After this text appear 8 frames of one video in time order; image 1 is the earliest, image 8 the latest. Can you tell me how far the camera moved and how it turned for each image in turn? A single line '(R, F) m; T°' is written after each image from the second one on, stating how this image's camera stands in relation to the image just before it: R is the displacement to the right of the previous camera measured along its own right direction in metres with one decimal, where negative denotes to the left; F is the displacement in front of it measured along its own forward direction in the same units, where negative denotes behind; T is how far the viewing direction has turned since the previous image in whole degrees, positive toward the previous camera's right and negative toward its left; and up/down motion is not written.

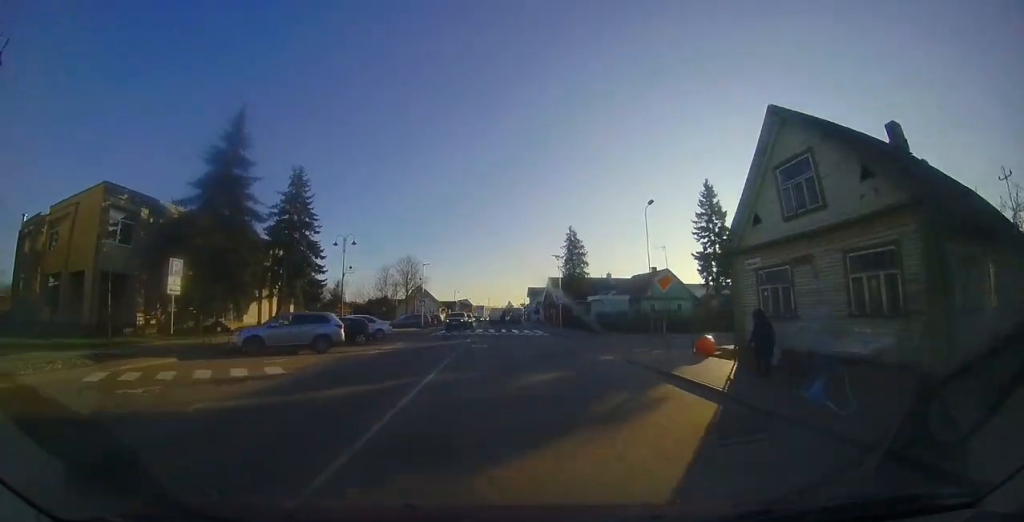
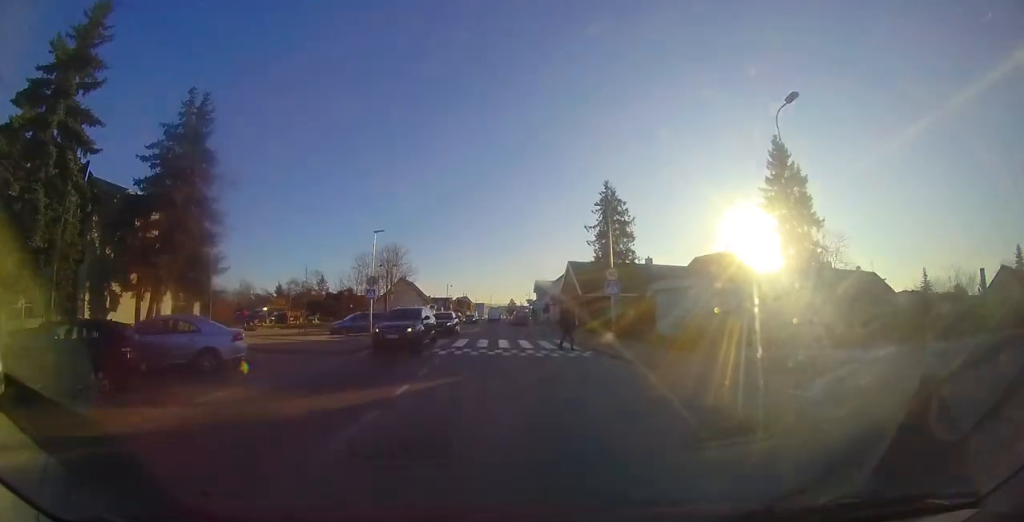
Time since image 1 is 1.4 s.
(-0.3, +13.1) m; -1°
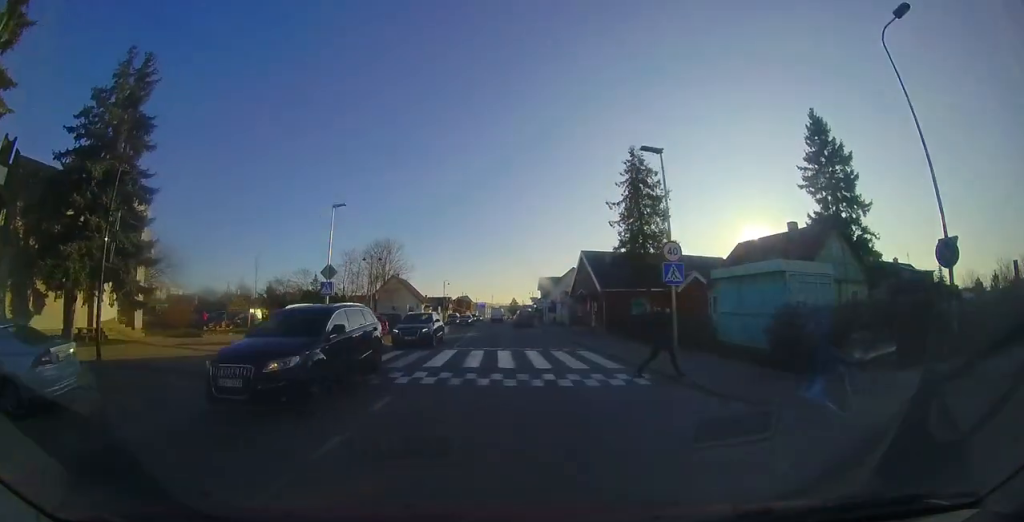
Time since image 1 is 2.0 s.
(-0.1, +5.6) m; +1°
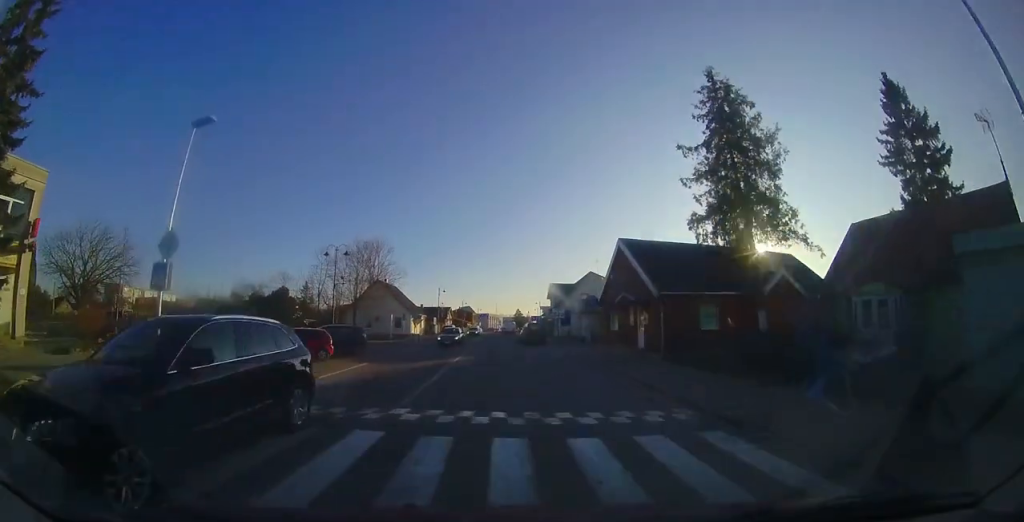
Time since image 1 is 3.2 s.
(+0.5, +9.5) m; +3°
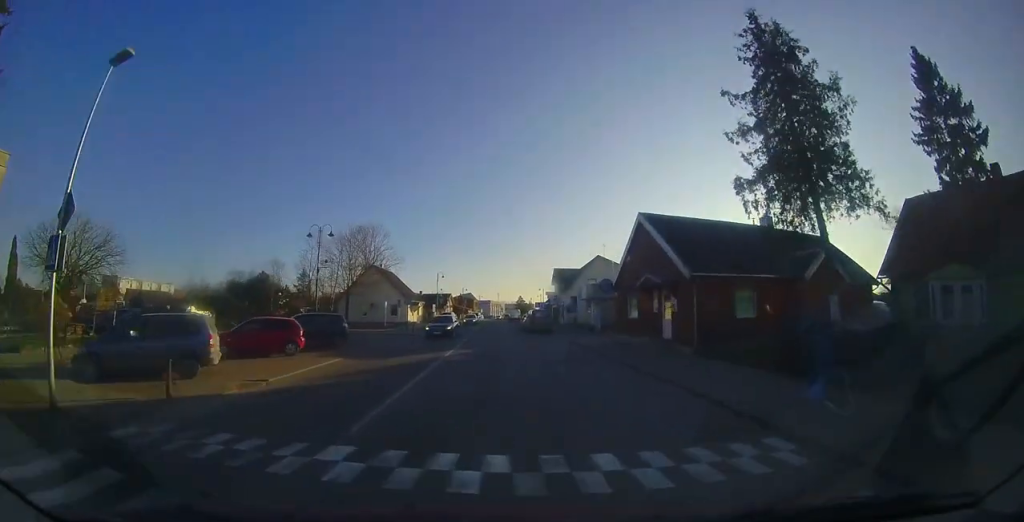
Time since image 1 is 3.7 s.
(0.0, +3.4) m; 0°
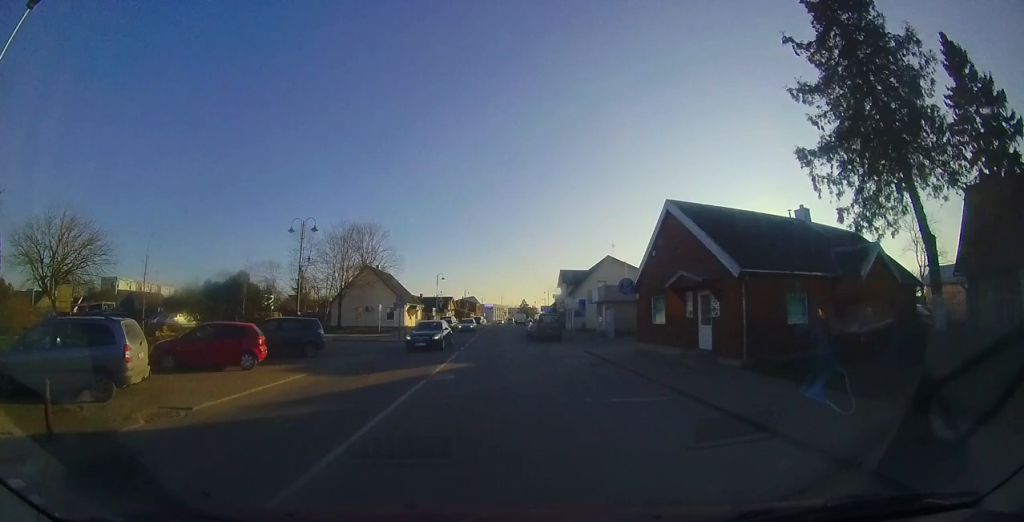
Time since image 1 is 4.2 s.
(0.0, +3.3) m; -1°
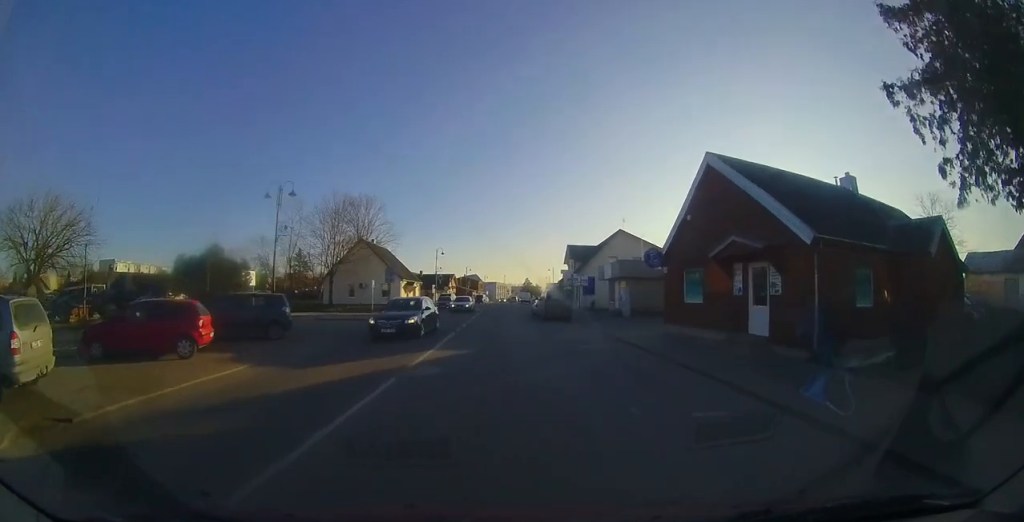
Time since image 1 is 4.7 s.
(0.0, +3.2) m; -1°
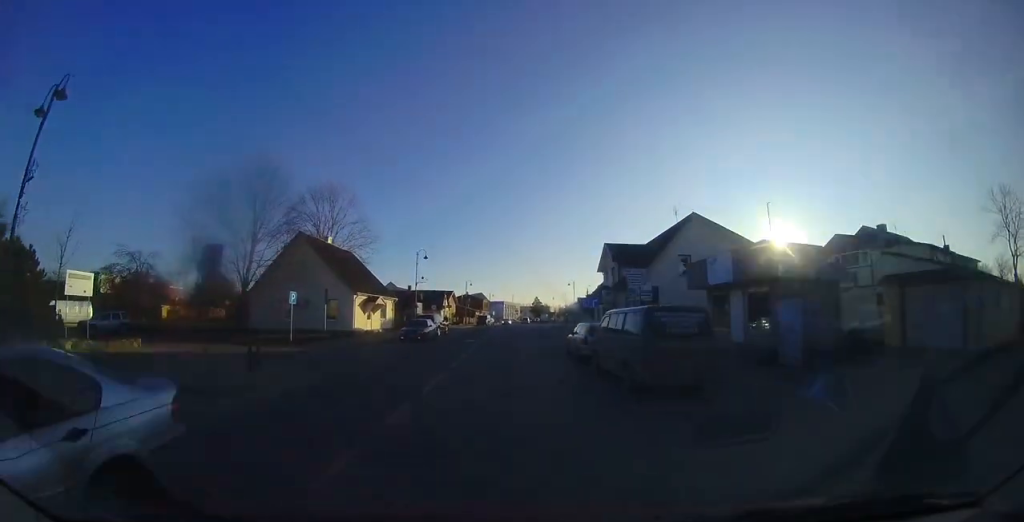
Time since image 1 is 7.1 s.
(+0.1, +13.4) m; 0°
